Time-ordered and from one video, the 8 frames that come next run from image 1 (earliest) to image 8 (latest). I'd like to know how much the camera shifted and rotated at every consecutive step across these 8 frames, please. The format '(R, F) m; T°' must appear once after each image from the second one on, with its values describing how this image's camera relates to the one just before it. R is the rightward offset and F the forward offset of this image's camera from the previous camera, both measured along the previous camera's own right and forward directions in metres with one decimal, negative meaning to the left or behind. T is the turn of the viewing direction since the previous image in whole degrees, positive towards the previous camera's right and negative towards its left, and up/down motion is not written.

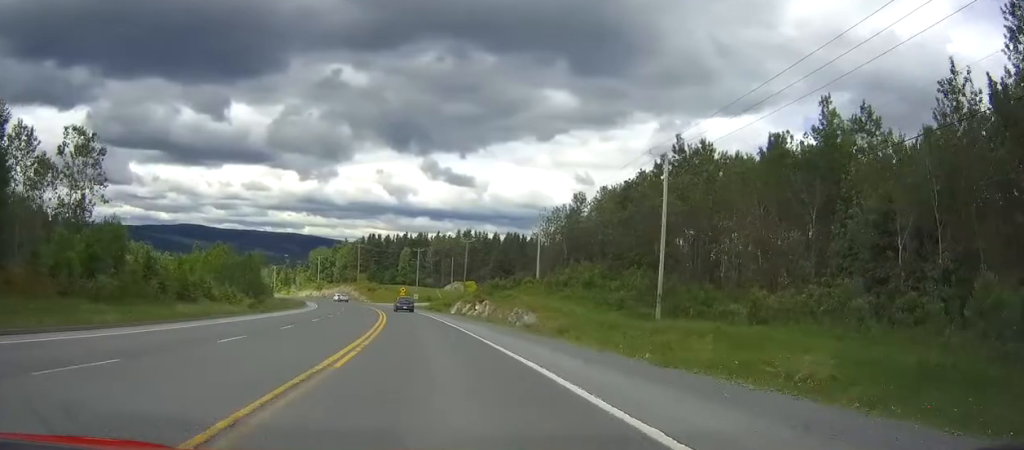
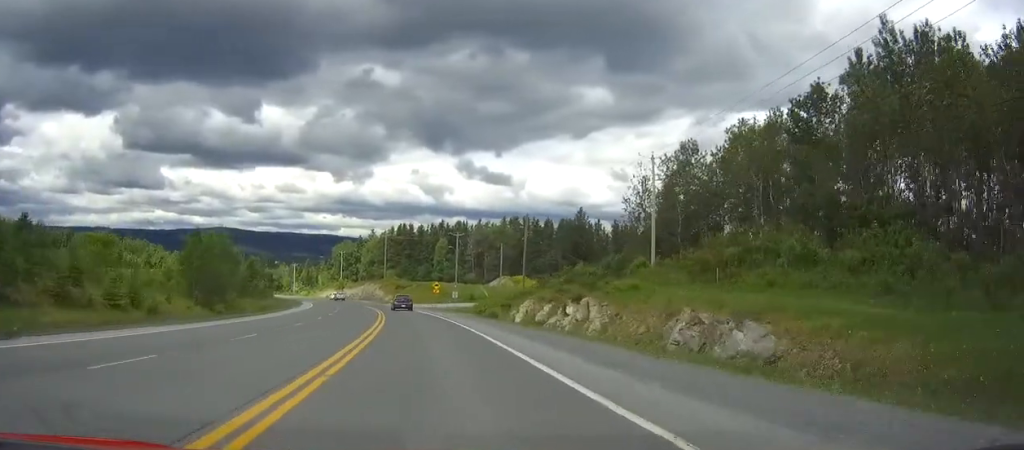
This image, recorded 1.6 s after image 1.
(-1.1, +34.9) m; -3°
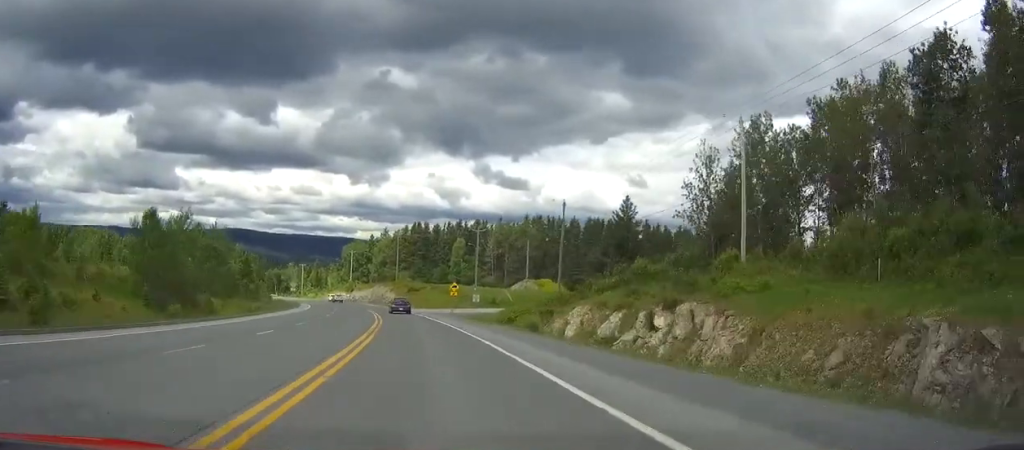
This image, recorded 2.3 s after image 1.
(0.0, +14.3) m; -1°
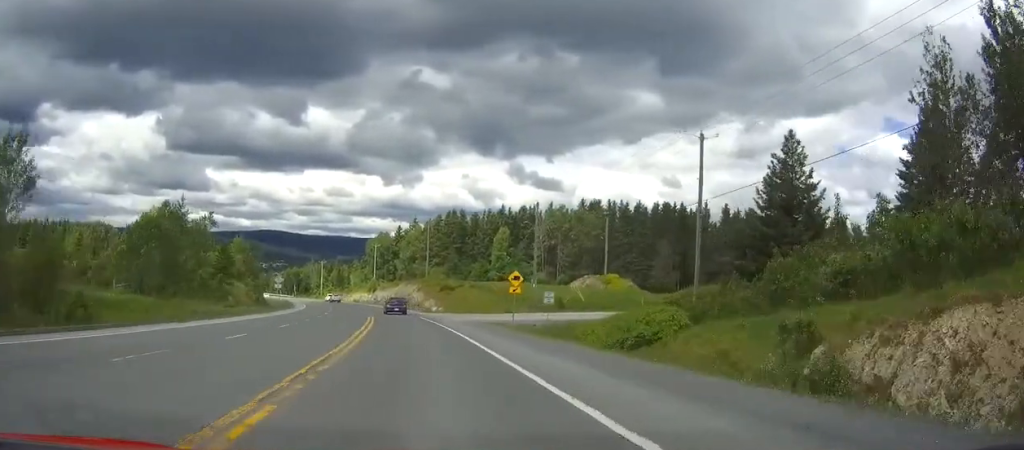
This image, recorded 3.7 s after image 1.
(-0.7, +29.8) m; -4°
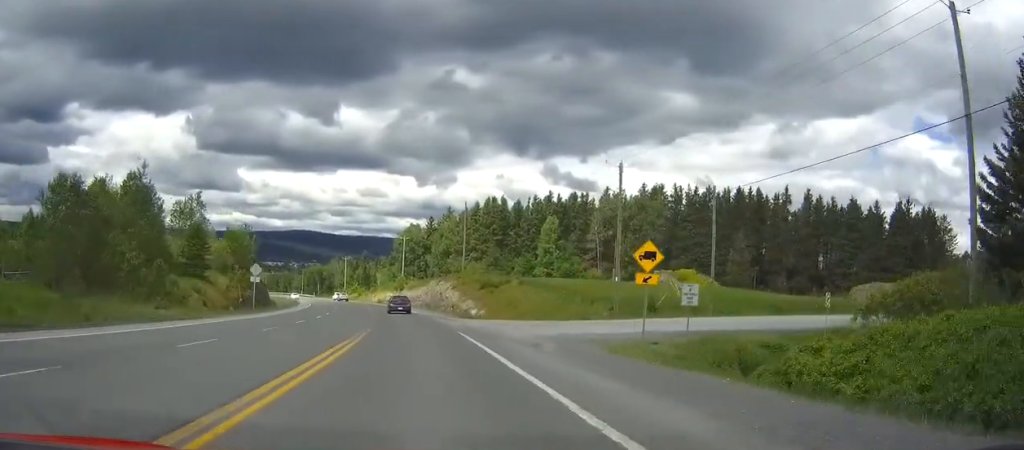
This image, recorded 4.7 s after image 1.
(-0.7, +21.8) m; -3°
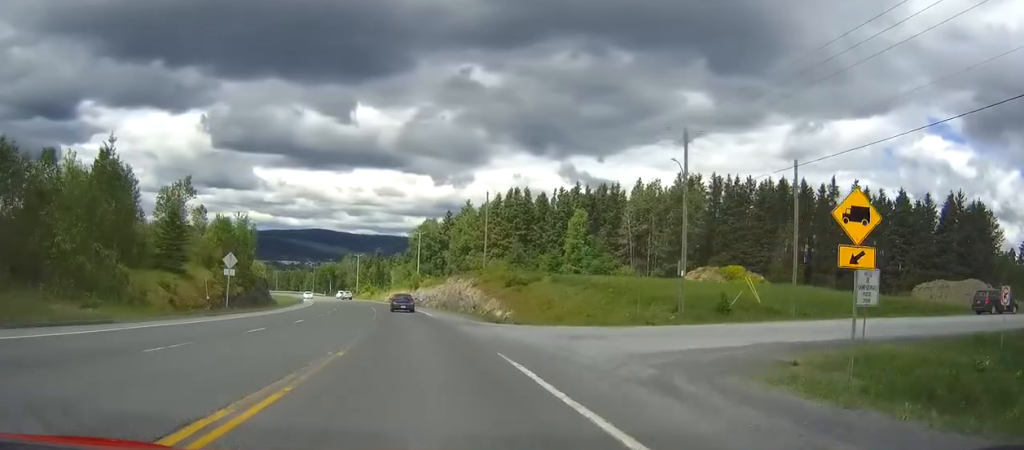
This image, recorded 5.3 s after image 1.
(-0.2, +11.2) m; -1°
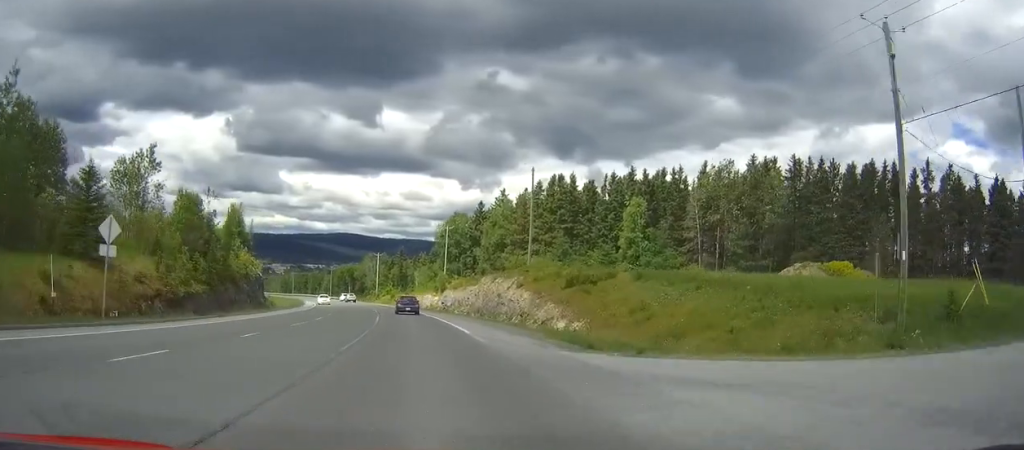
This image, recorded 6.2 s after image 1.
(-0.4, +20.2) m; -2°
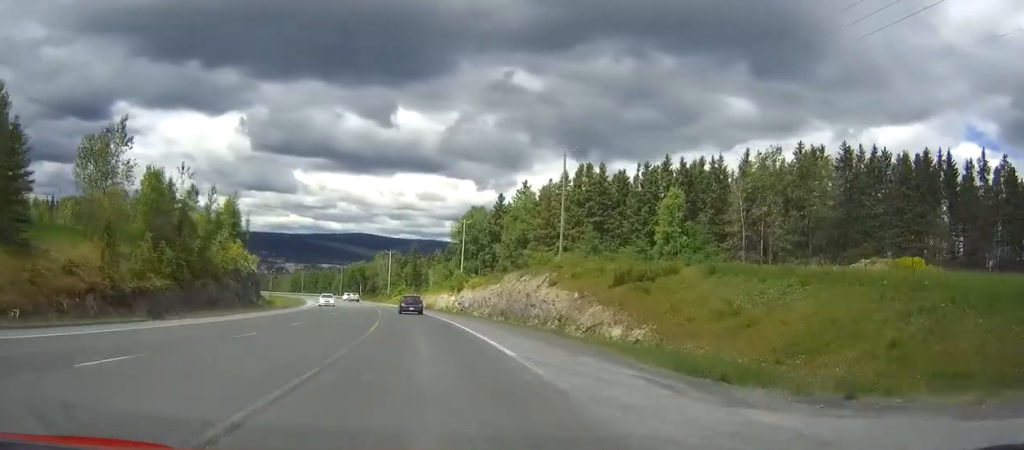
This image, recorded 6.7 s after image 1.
(-0.1, +10.5) m; -1°
